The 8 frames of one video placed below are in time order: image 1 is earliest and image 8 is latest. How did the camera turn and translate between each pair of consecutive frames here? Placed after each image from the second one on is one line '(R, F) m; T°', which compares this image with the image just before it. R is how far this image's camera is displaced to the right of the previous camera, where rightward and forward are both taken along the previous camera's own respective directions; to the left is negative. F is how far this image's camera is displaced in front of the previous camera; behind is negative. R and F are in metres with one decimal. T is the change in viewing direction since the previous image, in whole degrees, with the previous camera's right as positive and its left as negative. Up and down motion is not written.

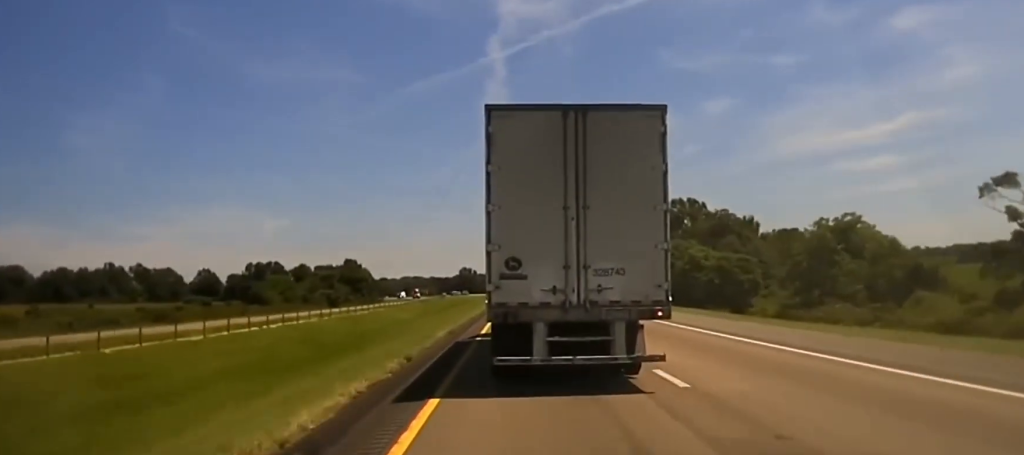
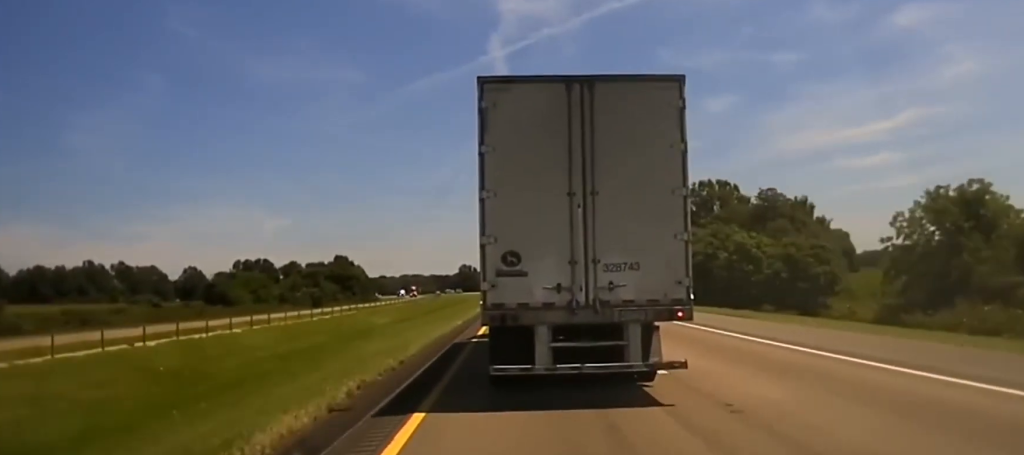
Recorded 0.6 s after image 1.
(-0.1, +20.7) m; 0°
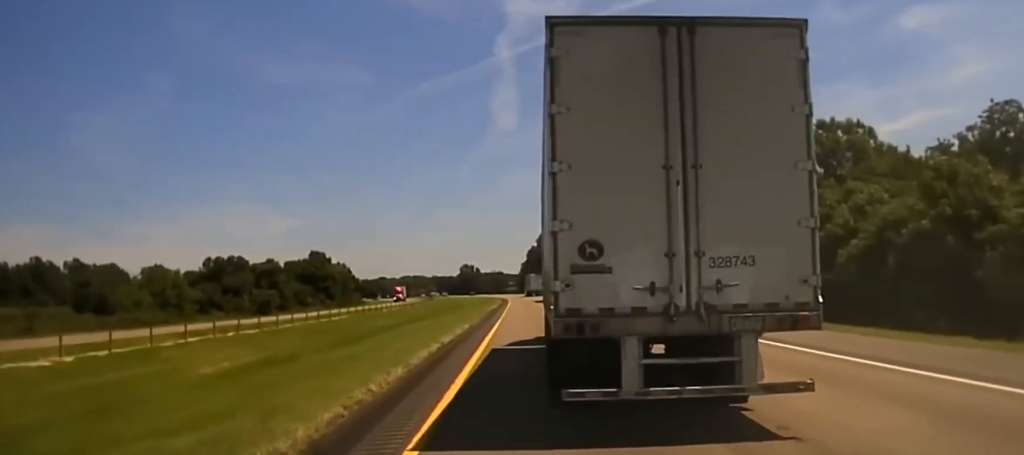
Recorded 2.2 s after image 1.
(+0.5, +50.4) m; 0°
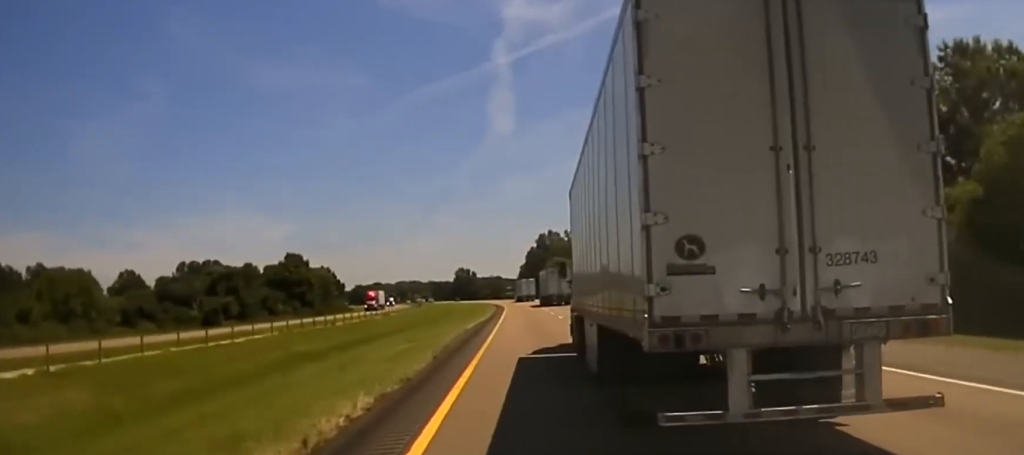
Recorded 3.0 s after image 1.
(-0.3, +29.1) m; 0°
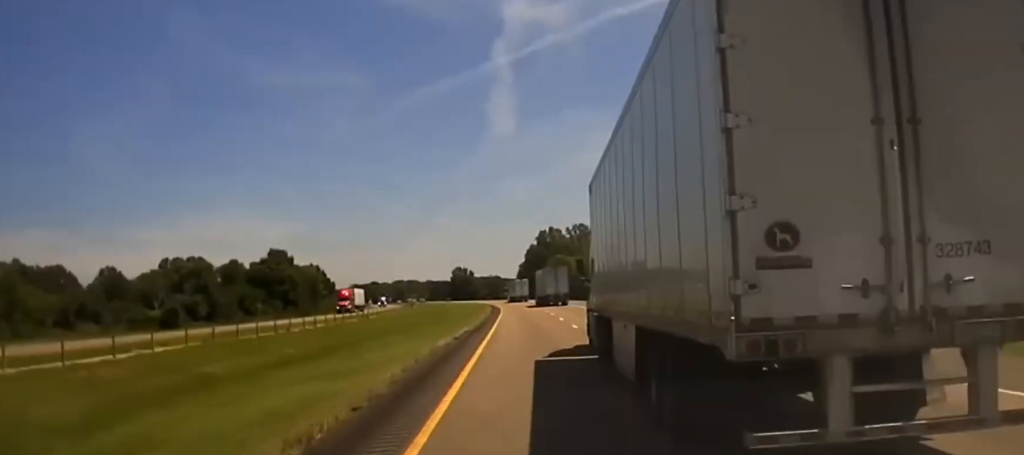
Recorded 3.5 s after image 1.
(0.0, +17.2) m; 0°
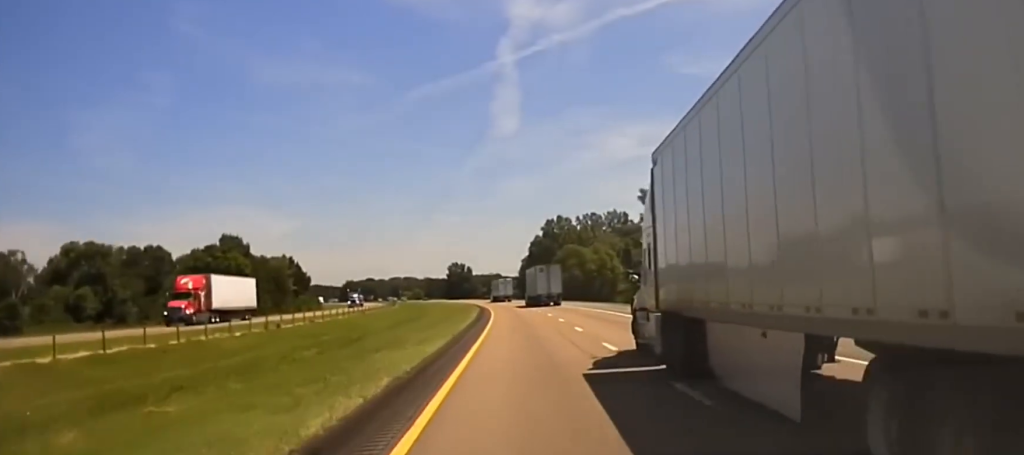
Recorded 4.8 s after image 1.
(+0.1, +43.7) m; 0°
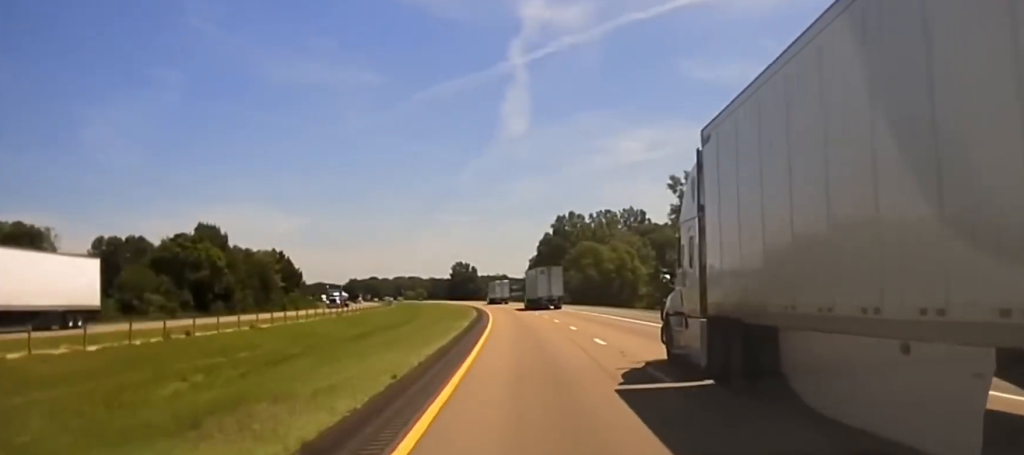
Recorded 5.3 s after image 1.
(-0.2, +19.7) m; -1°
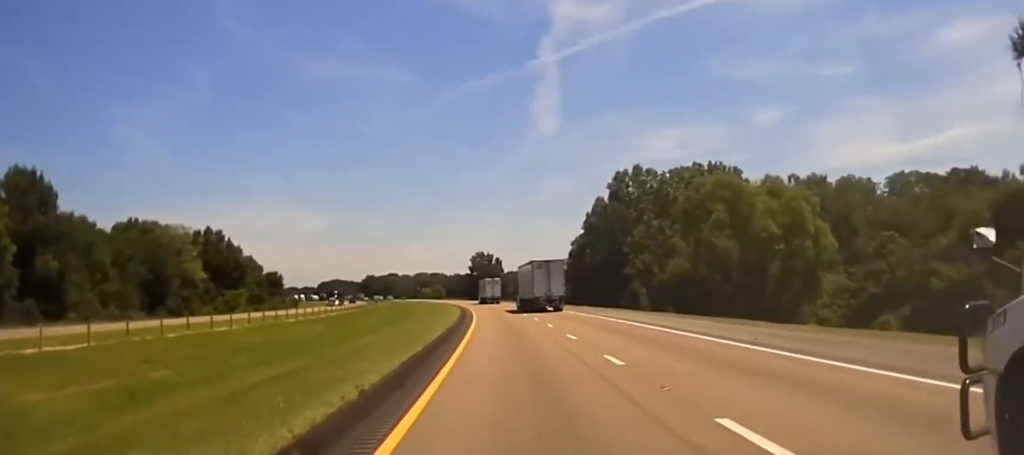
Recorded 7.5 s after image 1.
(-2.2, +80.5) m; -2°
